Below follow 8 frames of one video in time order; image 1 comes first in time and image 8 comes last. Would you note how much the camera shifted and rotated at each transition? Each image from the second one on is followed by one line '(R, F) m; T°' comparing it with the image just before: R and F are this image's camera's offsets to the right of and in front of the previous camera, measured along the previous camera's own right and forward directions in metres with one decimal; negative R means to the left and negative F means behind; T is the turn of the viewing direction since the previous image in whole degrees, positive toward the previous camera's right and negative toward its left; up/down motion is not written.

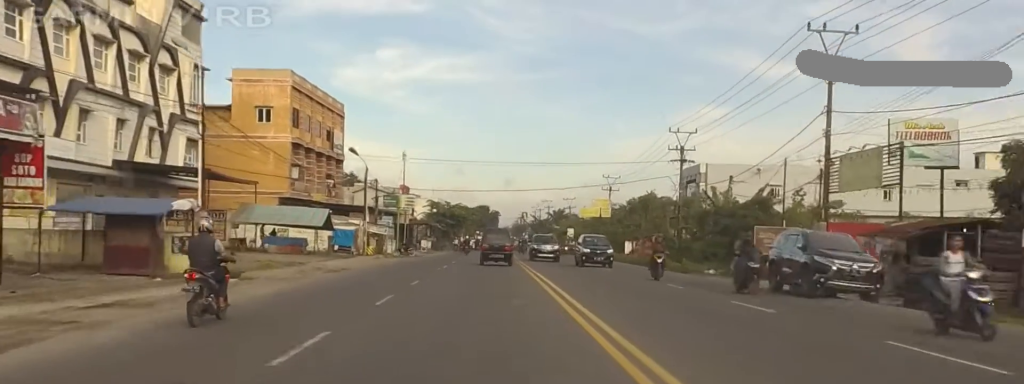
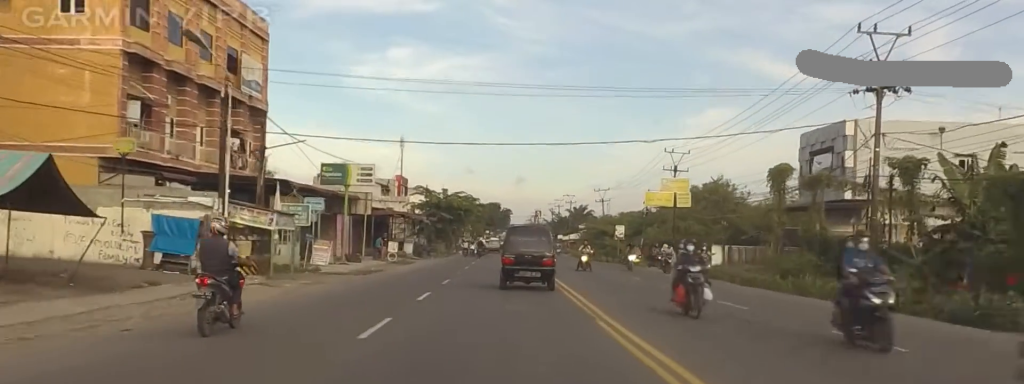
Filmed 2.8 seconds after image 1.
(+0.7, +33.3) m; +1°
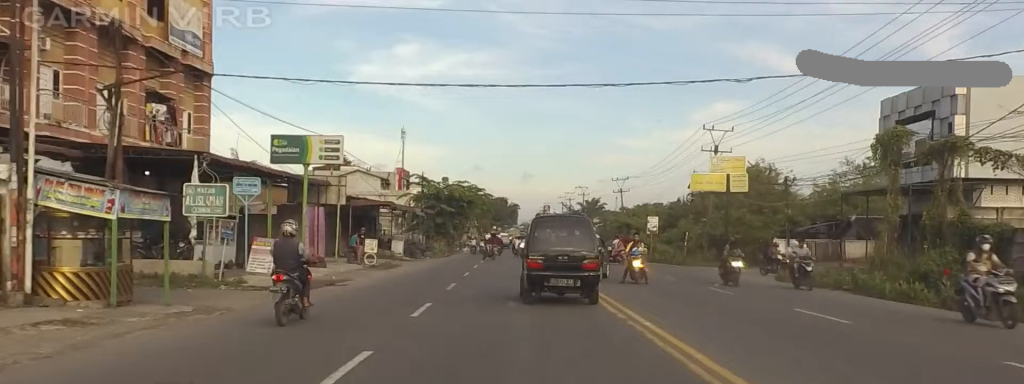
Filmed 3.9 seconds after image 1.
(0.0, +14.0) m; 0°
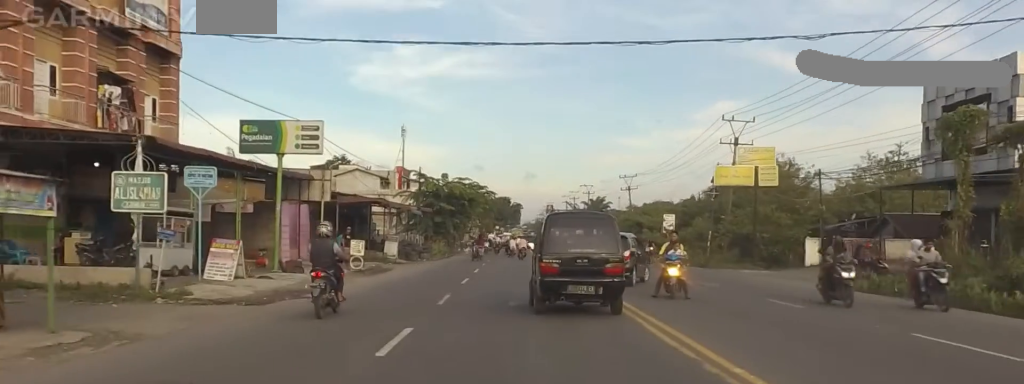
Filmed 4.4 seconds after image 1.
(0.0, +6.2) m; 0°
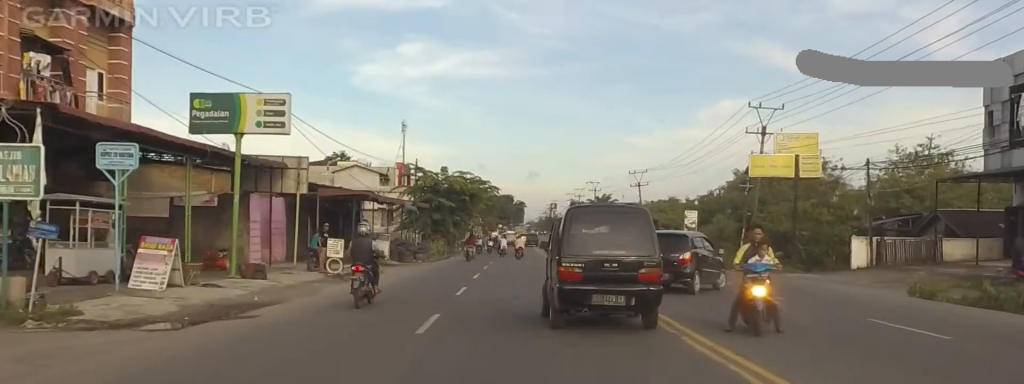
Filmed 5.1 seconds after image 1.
(0.0, +7.6) m; 0°
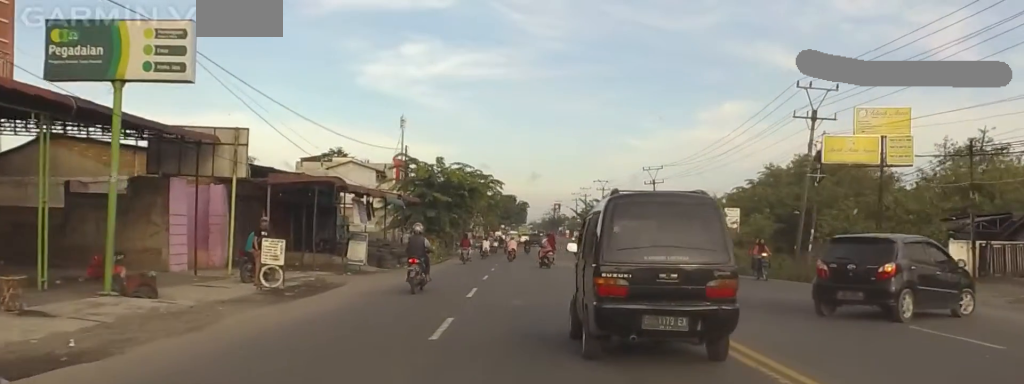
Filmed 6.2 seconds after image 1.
(0.0, +12.5) m; 0°
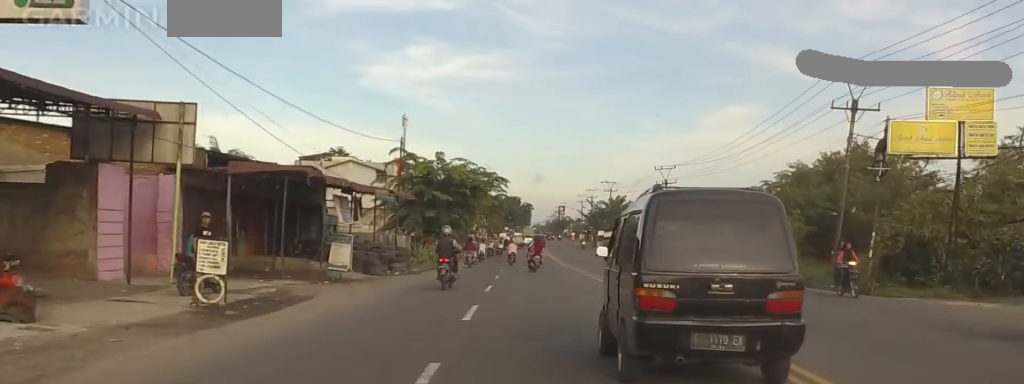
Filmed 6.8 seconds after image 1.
(0.0, +7.2) m; 0°
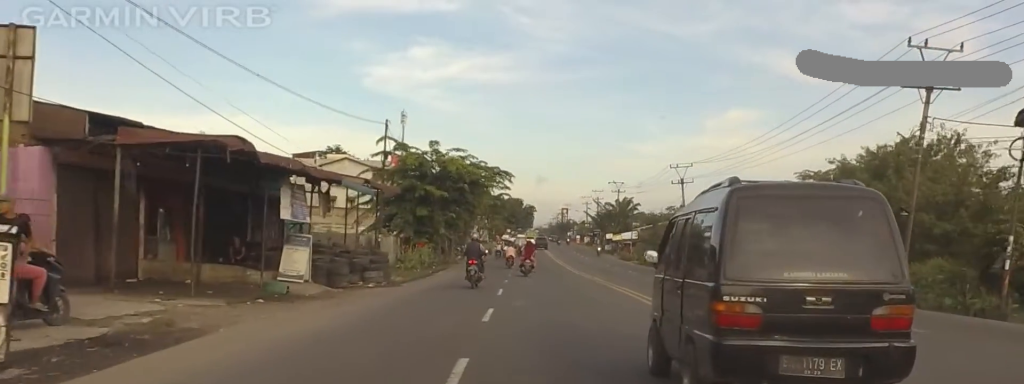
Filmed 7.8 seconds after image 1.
(0.0, +10.8) m; 0°
